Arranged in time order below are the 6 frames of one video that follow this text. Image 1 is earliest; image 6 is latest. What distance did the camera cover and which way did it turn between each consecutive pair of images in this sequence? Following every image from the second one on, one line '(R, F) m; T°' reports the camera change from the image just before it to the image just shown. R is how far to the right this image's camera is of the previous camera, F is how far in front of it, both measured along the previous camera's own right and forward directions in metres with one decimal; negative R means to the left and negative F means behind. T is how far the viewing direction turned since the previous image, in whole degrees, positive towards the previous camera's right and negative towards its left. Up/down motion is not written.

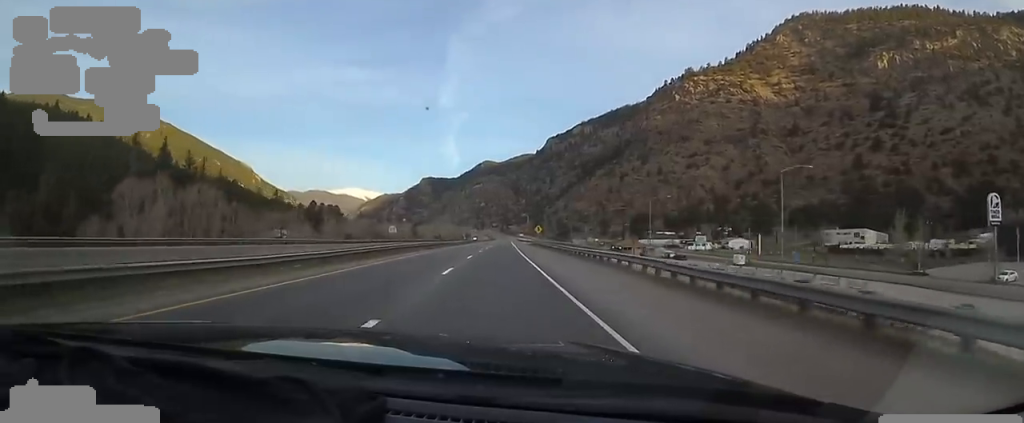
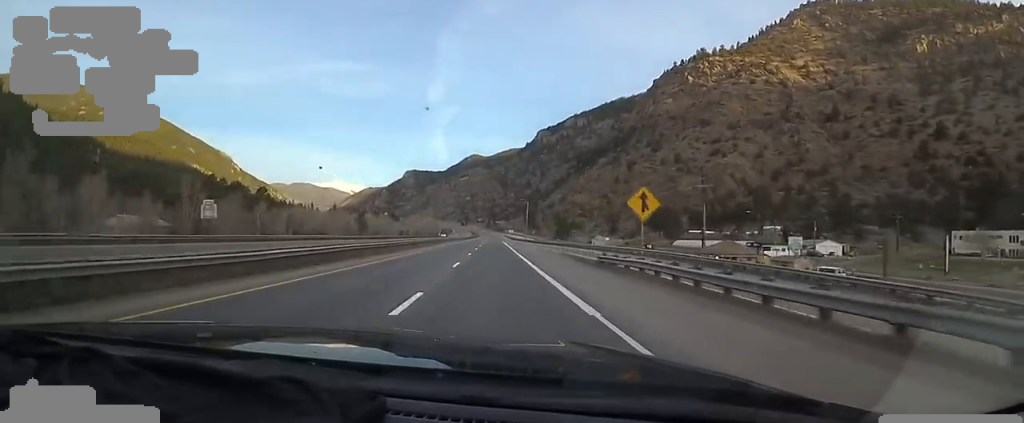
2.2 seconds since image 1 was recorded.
(+0.1, +69.0) m; 0°
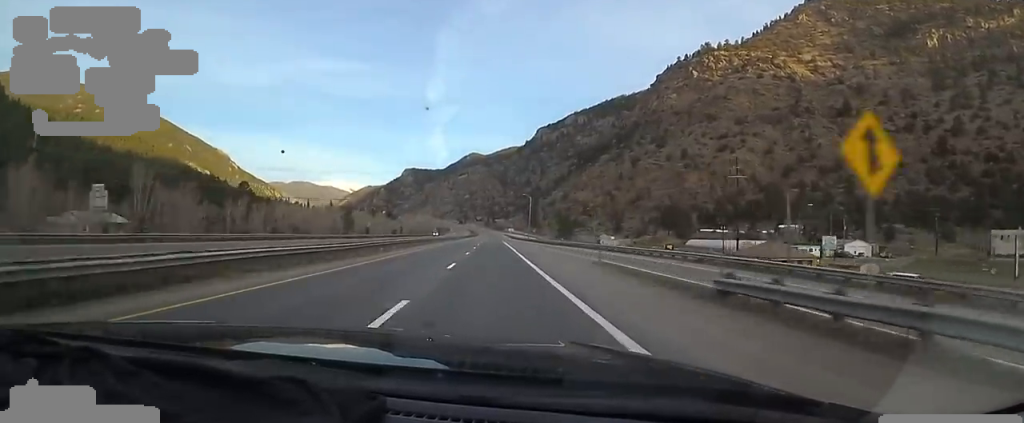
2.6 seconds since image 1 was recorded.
(0.0, +13.5) m; 0°
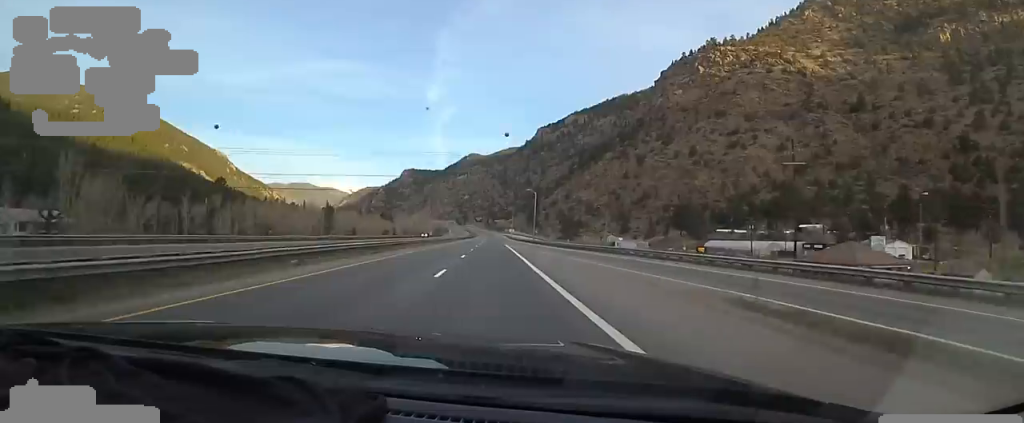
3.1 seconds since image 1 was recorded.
(0.0, +15.6) m; 0°
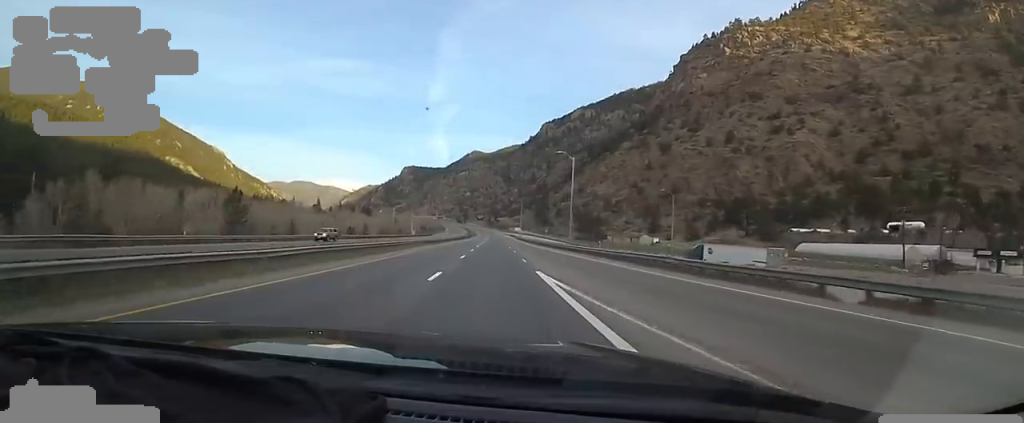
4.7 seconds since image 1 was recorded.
(+0.3, +49.0) m; 0°
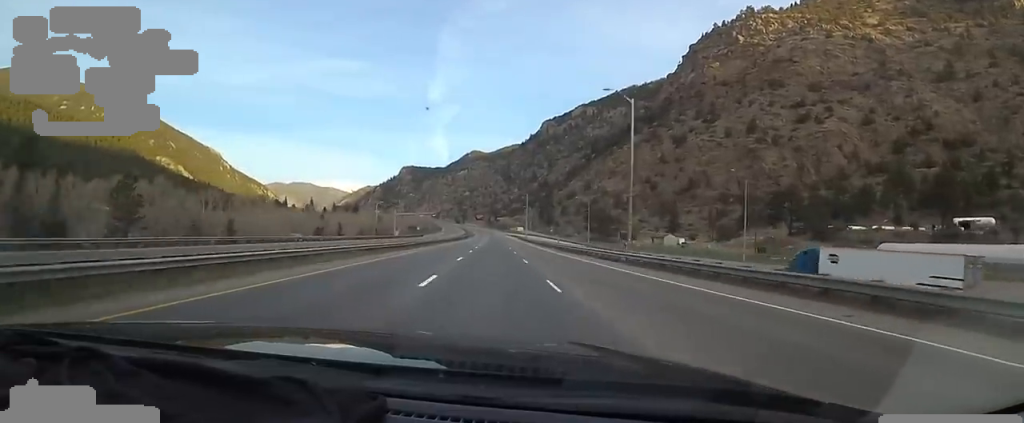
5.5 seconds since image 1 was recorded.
(-0.1, +26.3) m; 0°
